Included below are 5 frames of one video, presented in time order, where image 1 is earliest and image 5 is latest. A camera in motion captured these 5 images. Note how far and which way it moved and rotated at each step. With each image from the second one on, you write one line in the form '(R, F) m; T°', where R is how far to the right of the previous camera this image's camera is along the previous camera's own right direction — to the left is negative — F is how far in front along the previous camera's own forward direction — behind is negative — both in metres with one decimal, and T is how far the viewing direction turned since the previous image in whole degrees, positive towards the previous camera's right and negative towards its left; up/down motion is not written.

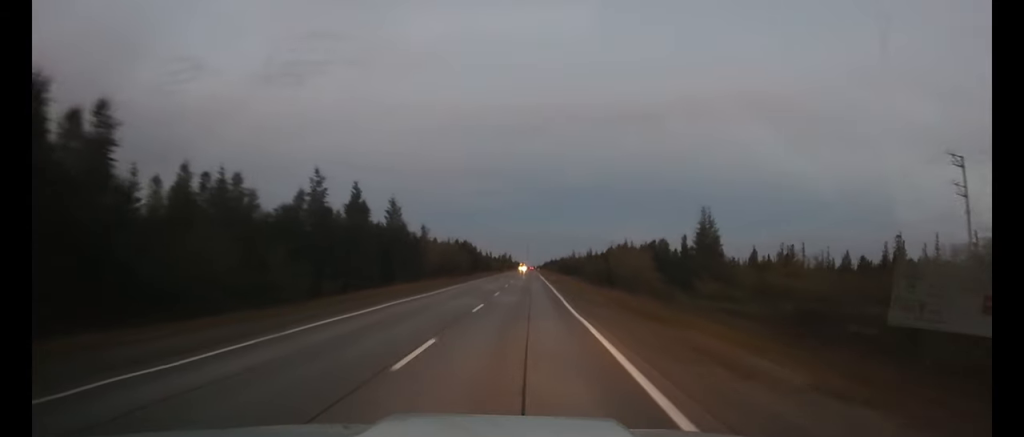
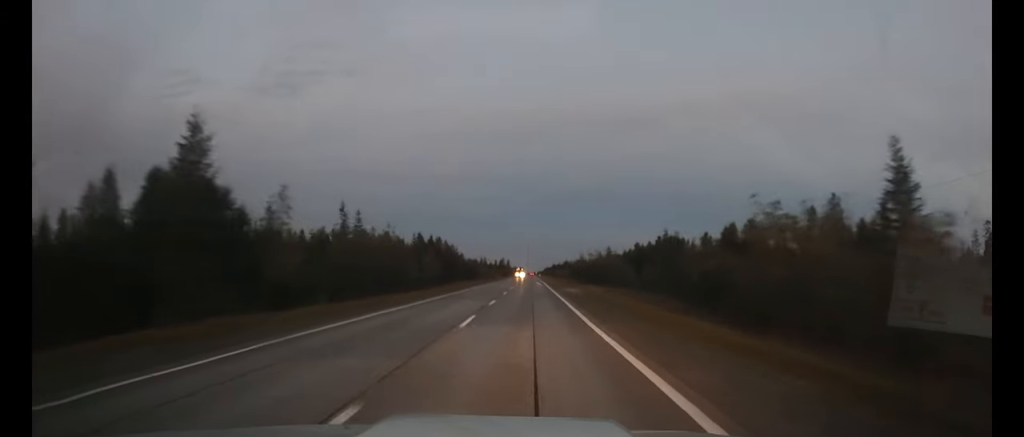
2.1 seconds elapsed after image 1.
(0.0, +39.8) m; 0°
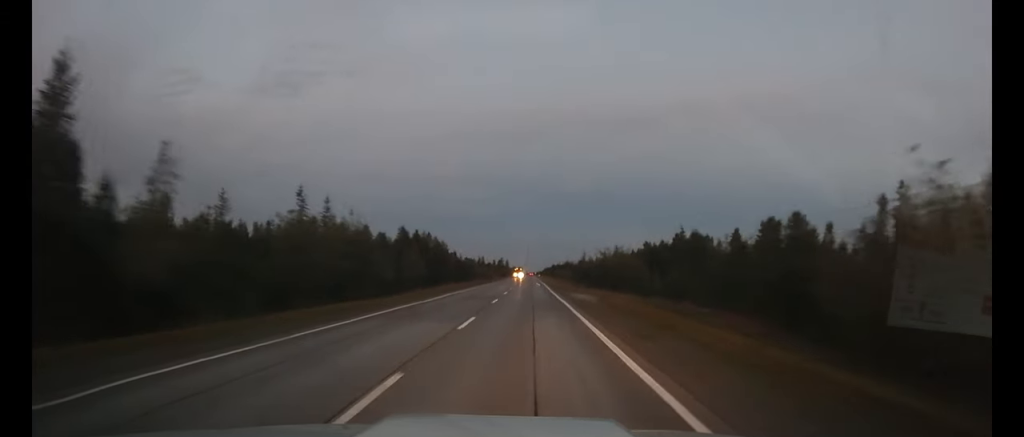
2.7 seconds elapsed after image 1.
(0.0, +10.6) m; 0°
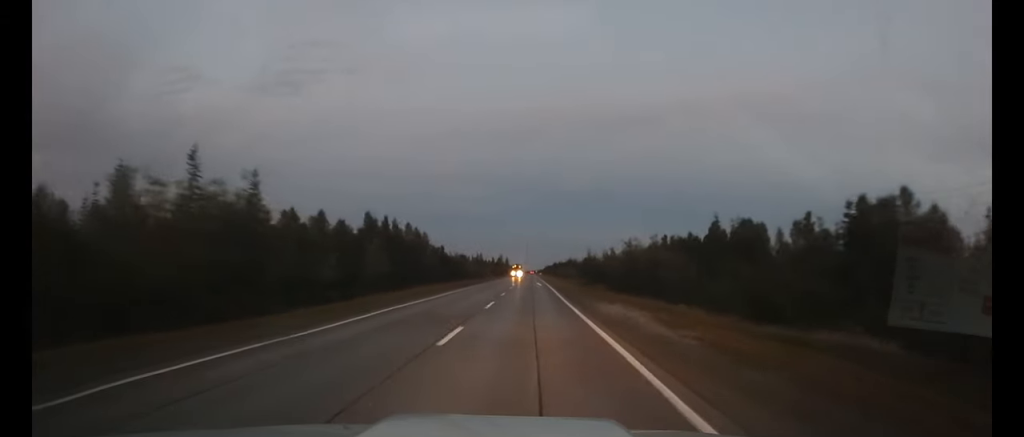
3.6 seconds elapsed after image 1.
(0.0, +16.1) m; 0°
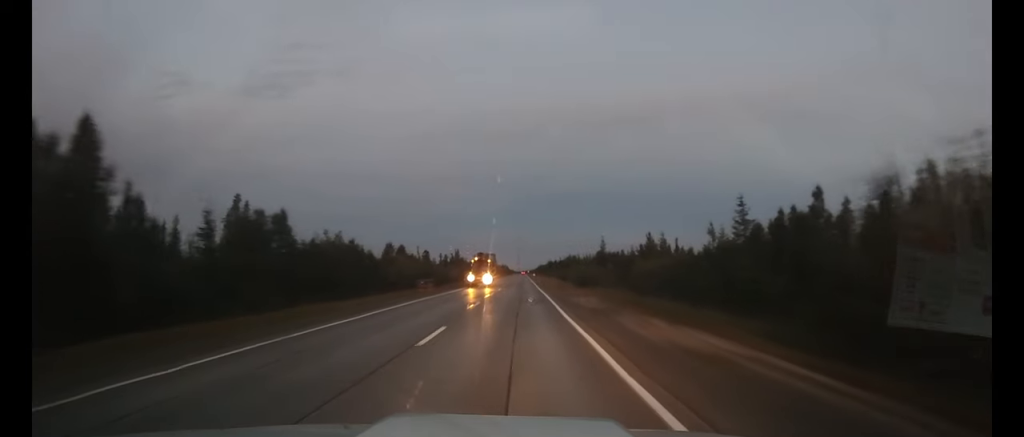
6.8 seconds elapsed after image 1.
(+0.1, +59.2) m; +1°
